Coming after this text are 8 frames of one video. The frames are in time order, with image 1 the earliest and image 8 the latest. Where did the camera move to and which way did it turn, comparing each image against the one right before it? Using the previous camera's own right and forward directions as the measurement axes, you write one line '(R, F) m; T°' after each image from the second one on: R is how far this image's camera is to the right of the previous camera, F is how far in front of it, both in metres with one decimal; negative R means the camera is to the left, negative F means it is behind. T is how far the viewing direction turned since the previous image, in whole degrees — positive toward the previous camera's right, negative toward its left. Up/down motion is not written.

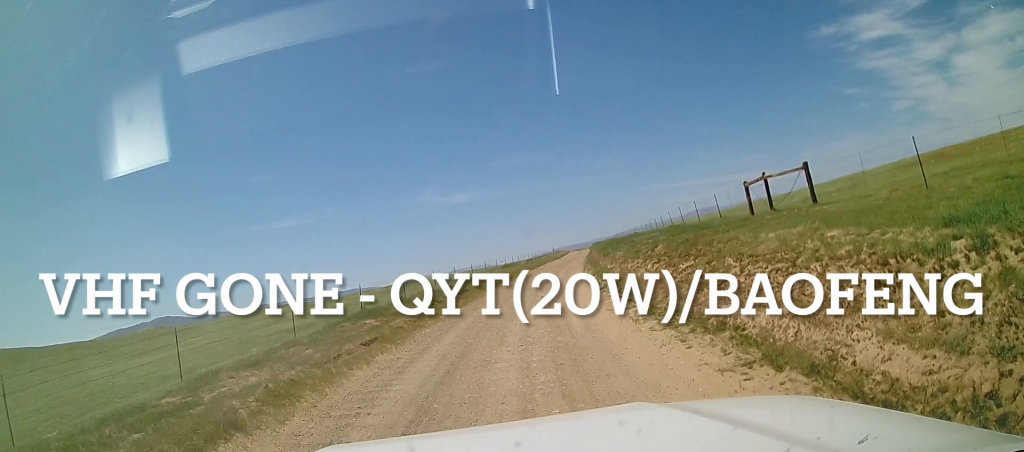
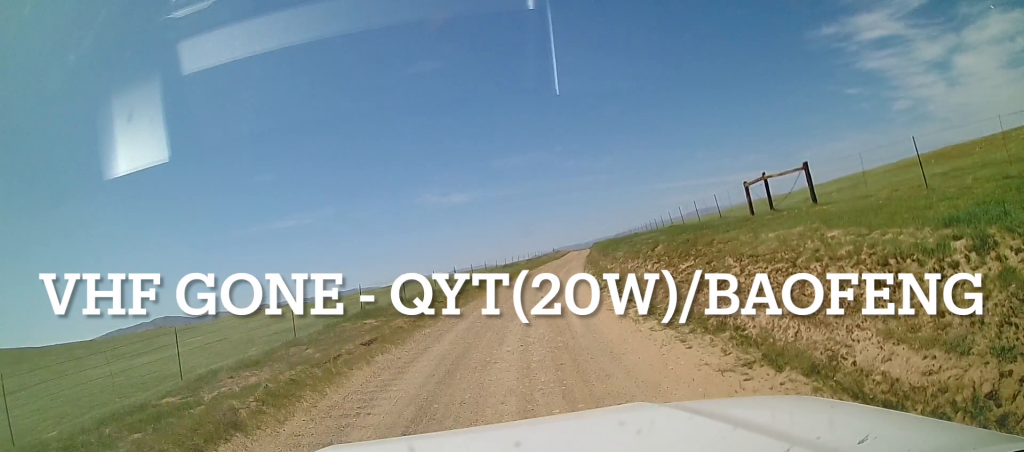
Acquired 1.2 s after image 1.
(0.0, 0.0) m; 0°
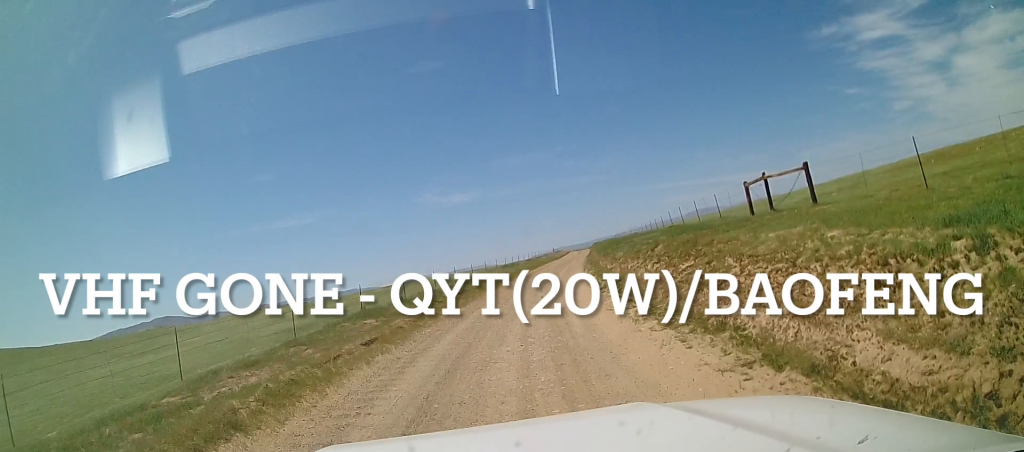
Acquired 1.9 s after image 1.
(0.0, +0.3) m; 0°
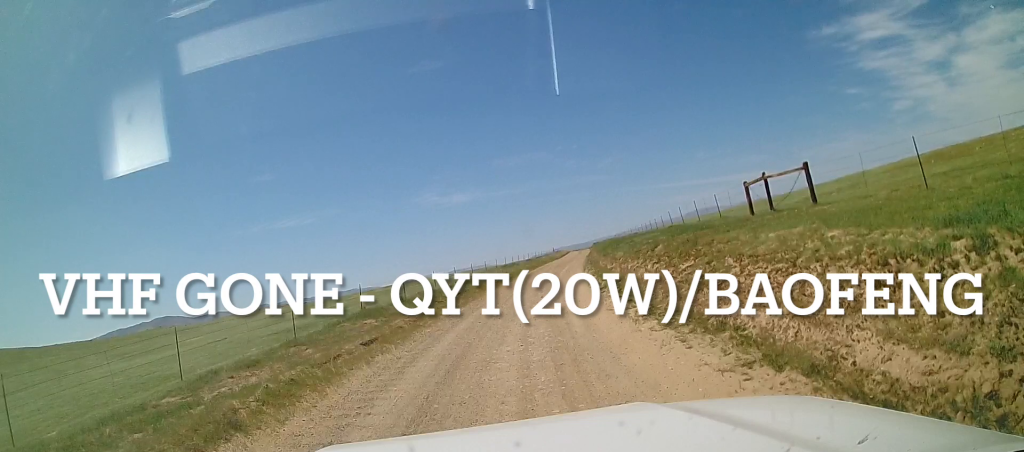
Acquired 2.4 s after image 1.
(0.0, +0.2) m; 0°
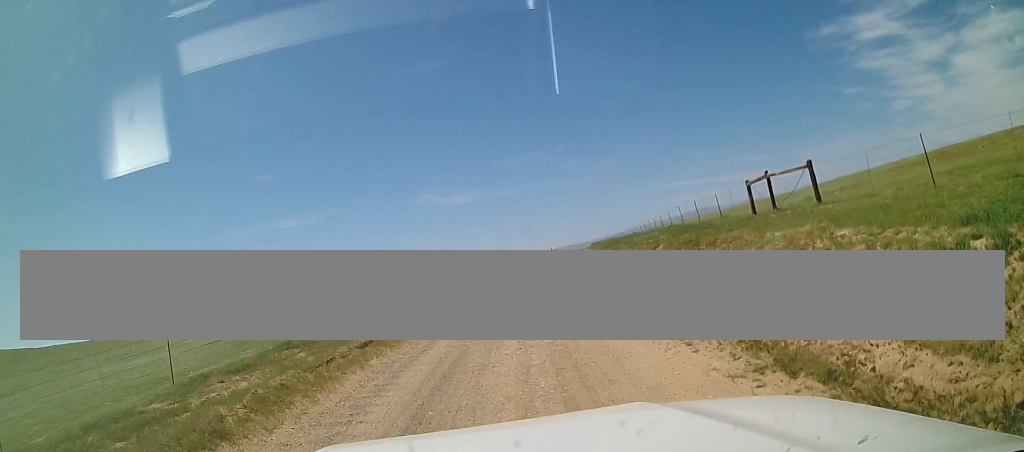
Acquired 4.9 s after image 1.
(-0.1, +1.1) m; 0°
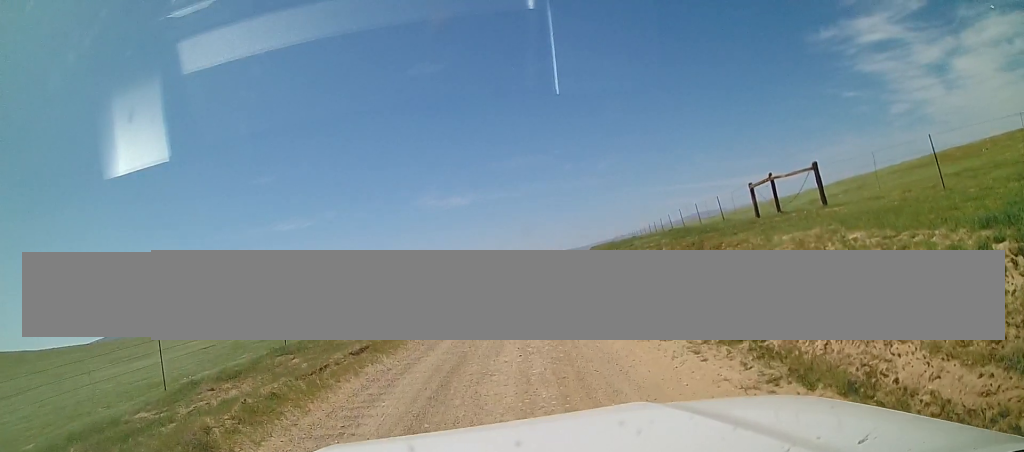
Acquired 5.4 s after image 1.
(0.0, +0.2) m; 0°
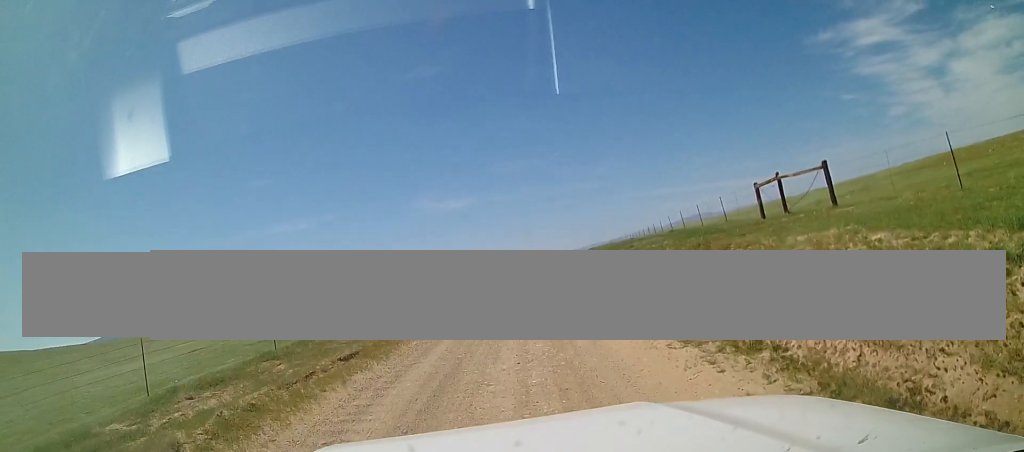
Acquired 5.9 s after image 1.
(0.0, +0.2) m; 0°
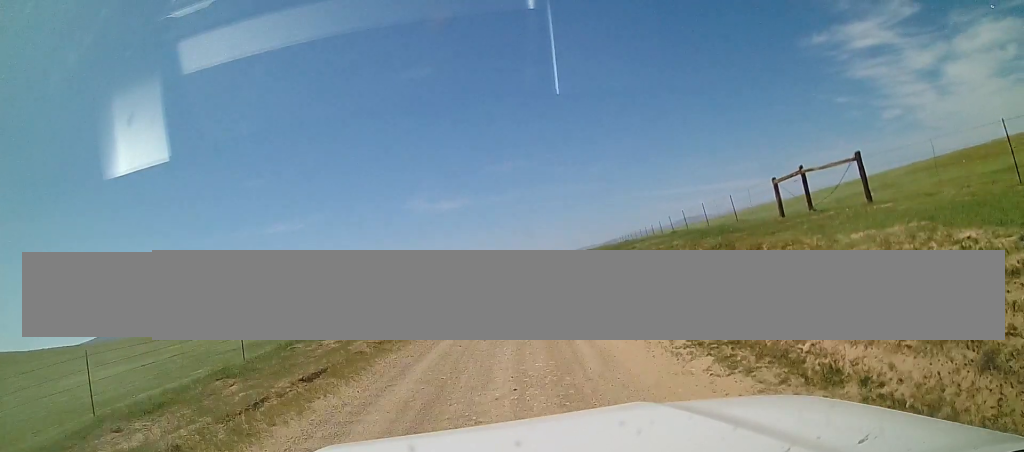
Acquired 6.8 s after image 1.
(0.0, +0.4) m; 0°
